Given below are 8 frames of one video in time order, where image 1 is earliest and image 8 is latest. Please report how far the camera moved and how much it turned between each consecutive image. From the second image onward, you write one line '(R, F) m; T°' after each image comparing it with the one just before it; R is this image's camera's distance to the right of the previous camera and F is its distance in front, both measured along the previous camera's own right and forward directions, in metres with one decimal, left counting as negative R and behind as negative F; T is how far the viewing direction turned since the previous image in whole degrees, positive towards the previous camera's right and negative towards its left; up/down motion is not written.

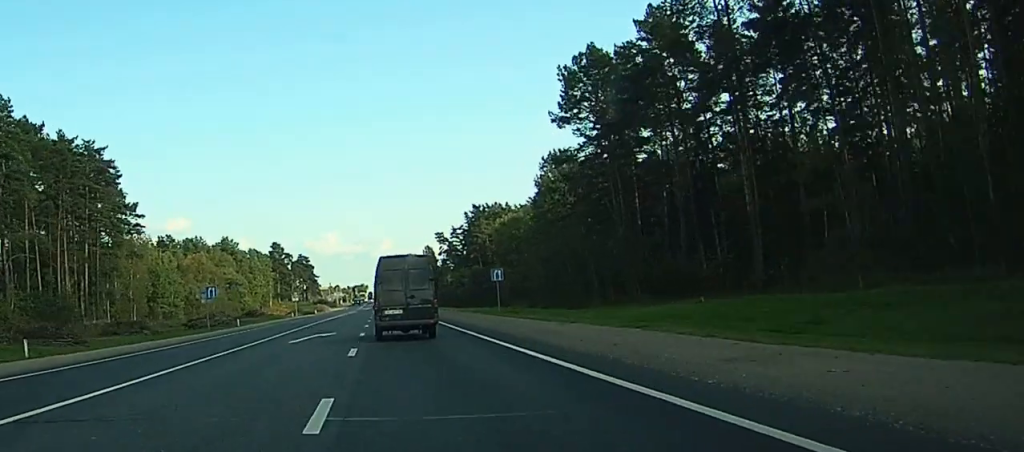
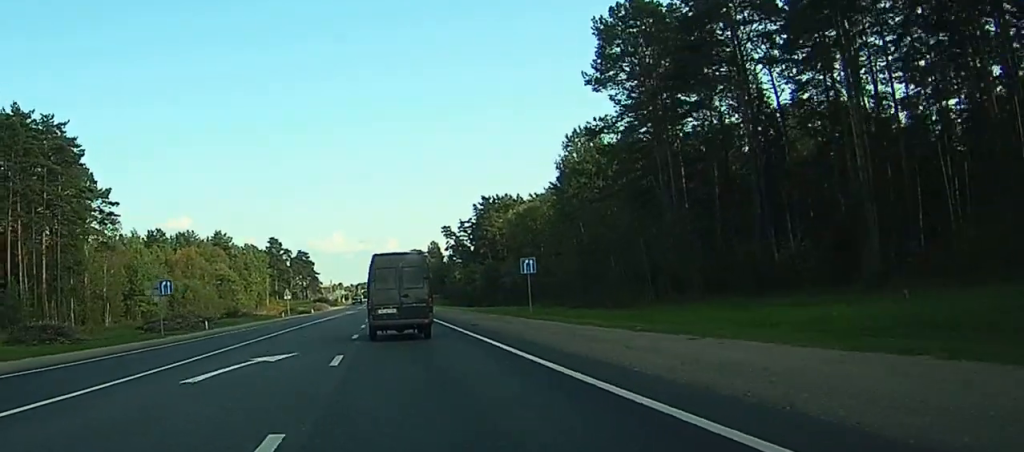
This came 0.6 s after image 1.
(0.0, +15.1) m; -1°
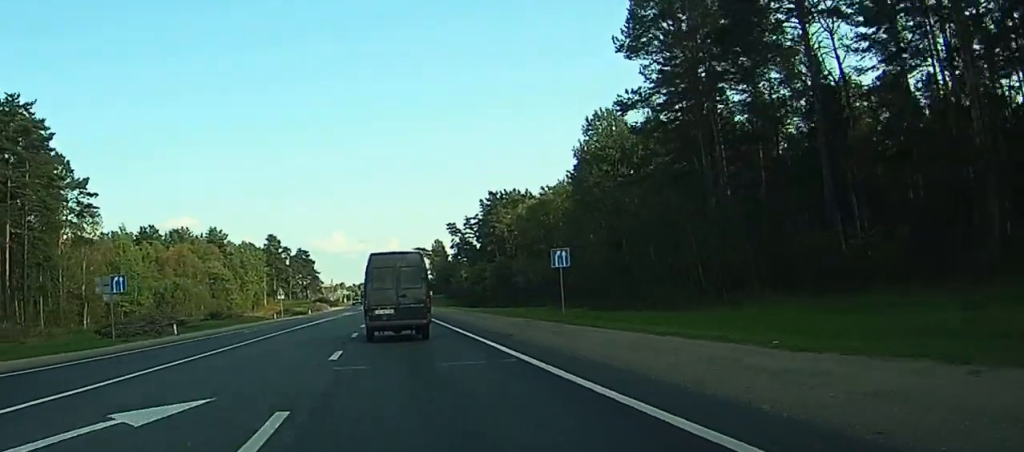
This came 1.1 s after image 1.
(-0.1, +10.3) m; 0°
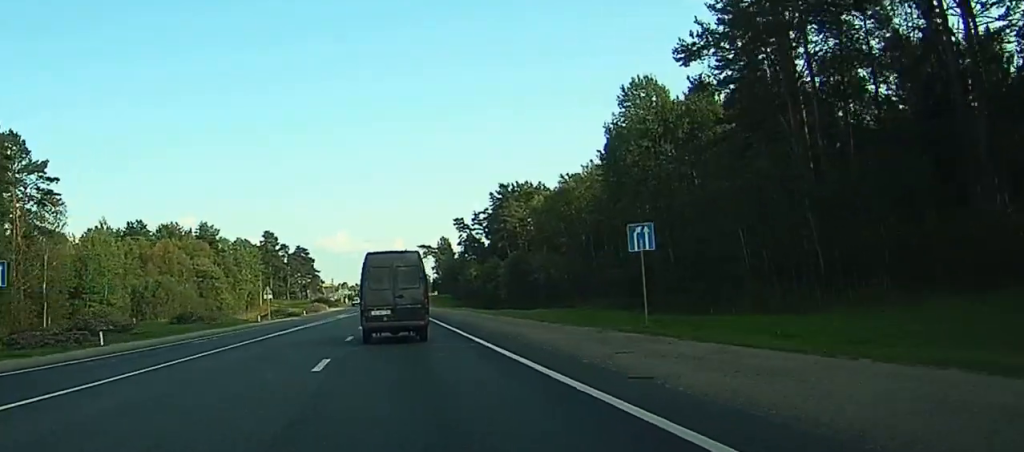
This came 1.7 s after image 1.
(-0.2, +15.0) m; 0°
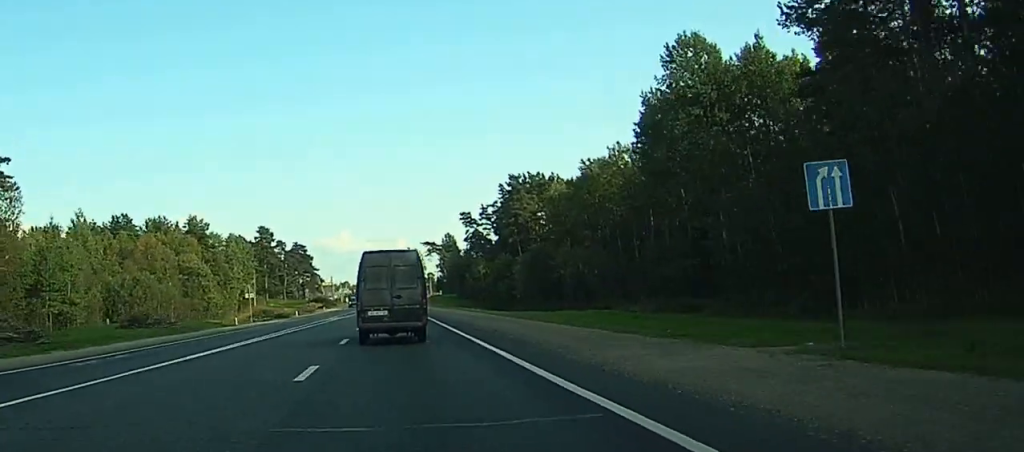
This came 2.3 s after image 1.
(+0.1, +14.0) m; 0°
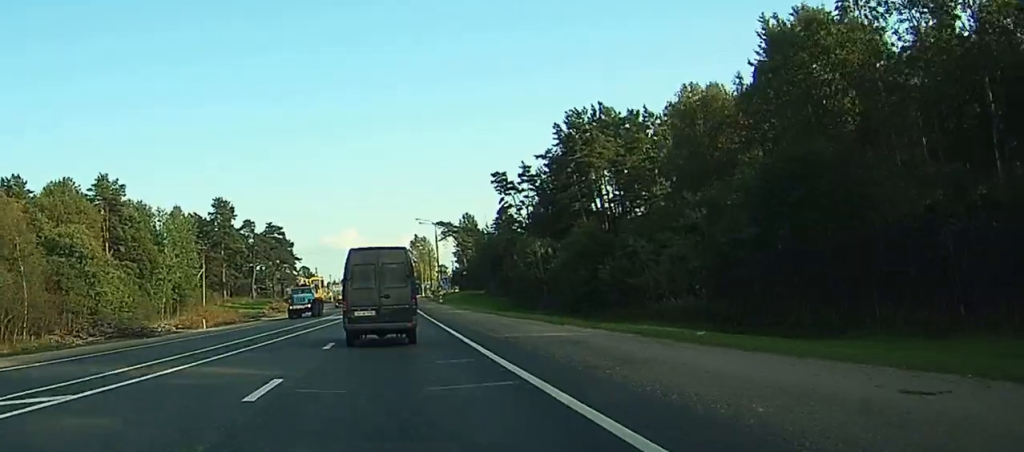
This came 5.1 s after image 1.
(+0.8, +62.7) m; +1°
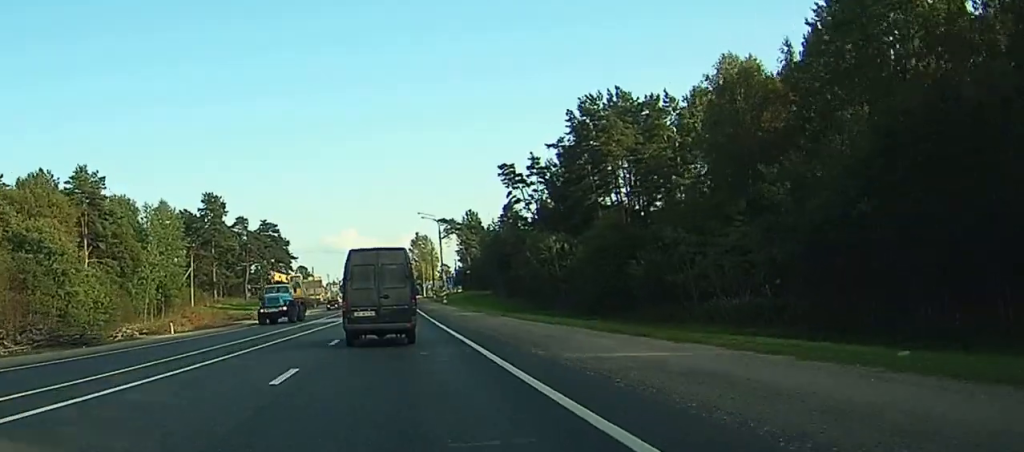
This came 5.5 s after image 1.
(0.0, +9.5) m; 0°
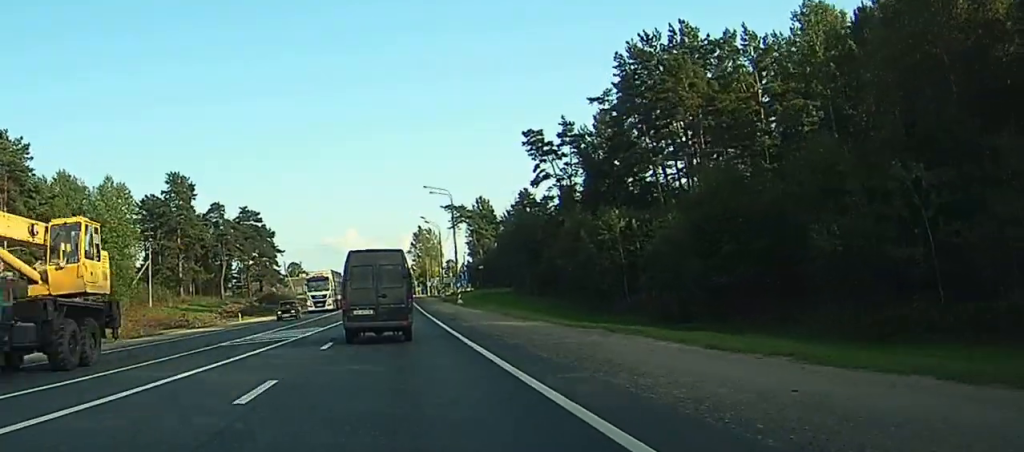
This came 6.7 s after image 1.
(-0.1, +26.7) m; 0°
